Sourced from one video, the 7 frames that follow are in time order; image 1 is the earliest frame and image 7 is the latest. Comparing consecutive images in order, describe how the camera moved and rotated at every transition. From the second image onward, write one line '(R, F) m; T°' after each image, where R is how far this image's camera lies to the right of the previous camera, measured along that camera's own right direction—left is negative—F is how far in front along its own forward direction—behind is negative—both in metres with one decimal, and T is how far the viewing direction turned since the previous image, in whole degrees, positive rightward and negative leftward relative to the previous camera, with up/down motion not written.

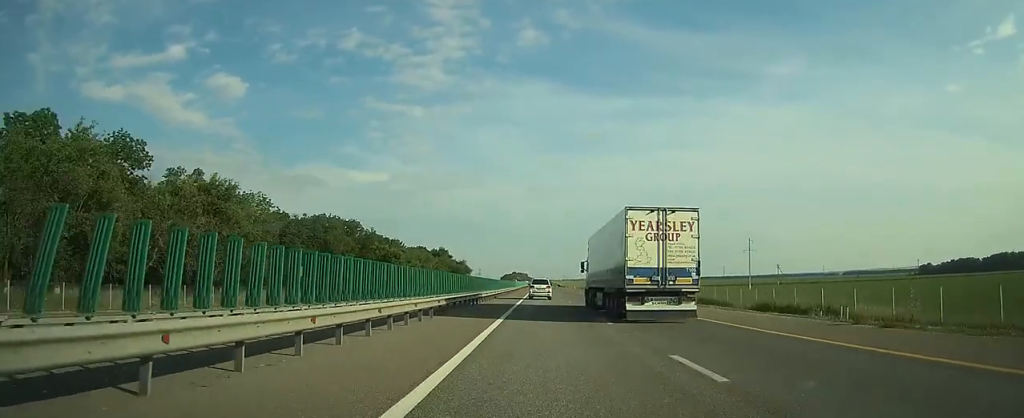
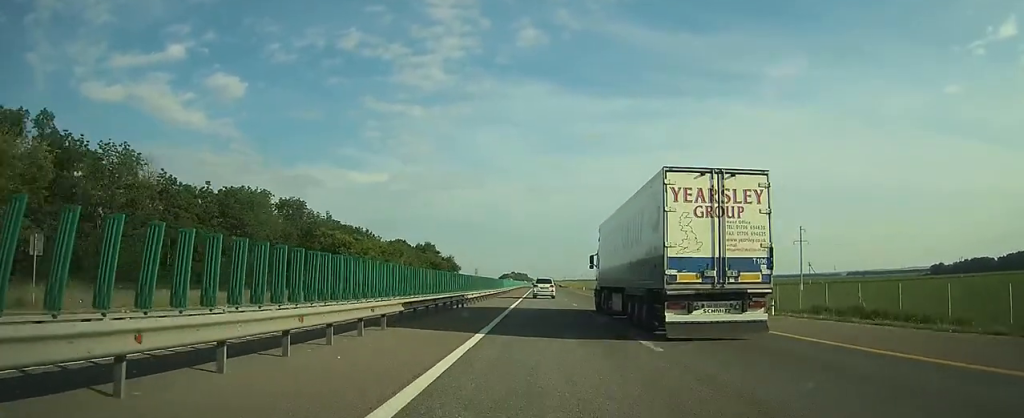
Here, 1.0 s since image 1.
(0.0, +32.2) m; 0°
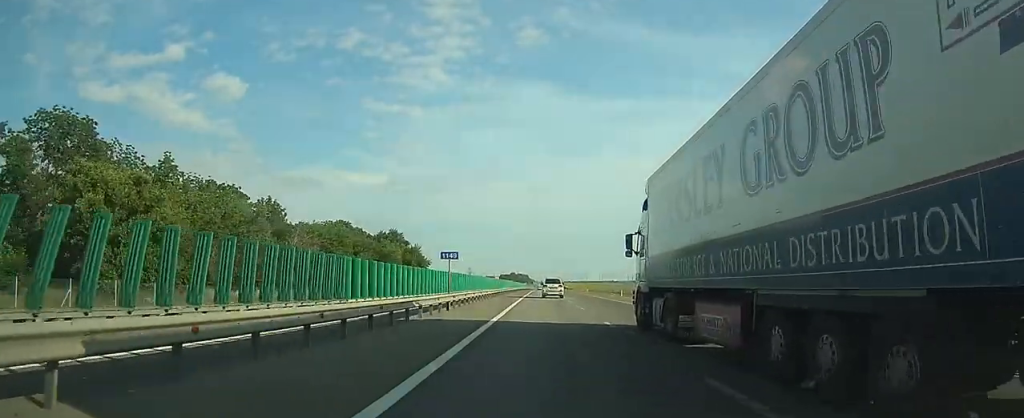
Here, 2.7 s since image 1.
(+0.2, +55.0) m; 0°
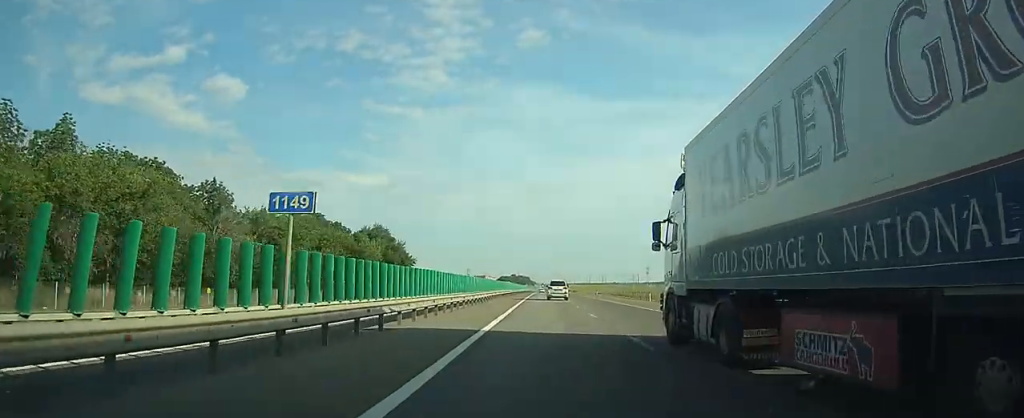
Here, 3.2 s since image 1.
(0.0, +17.3) m; 0°
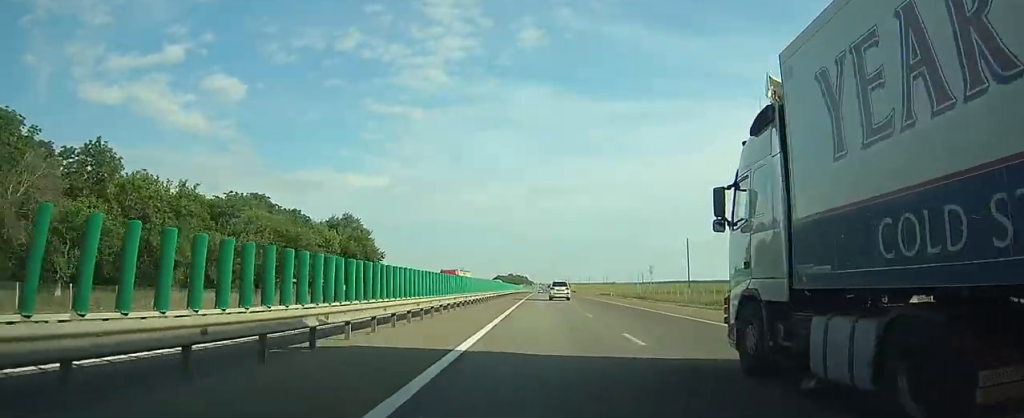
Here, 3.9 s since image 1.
(0.0, +22.7) m; 0°
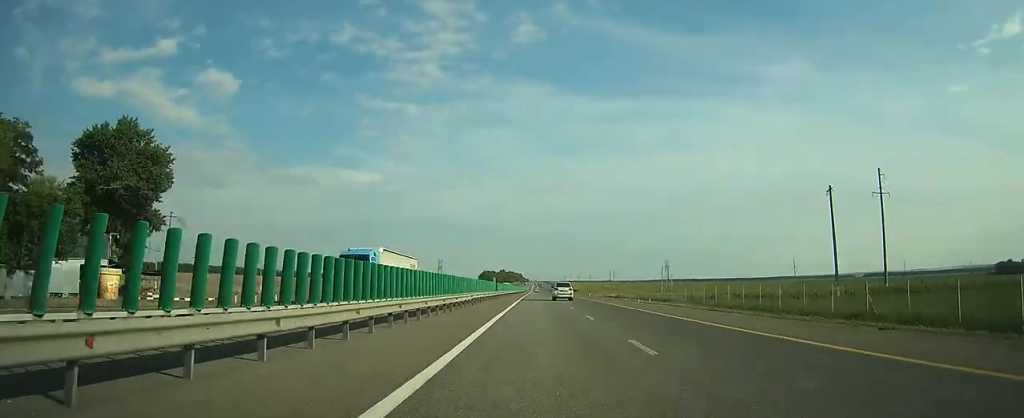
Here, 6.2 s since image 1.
(-0.2, +73.5) m; 0°
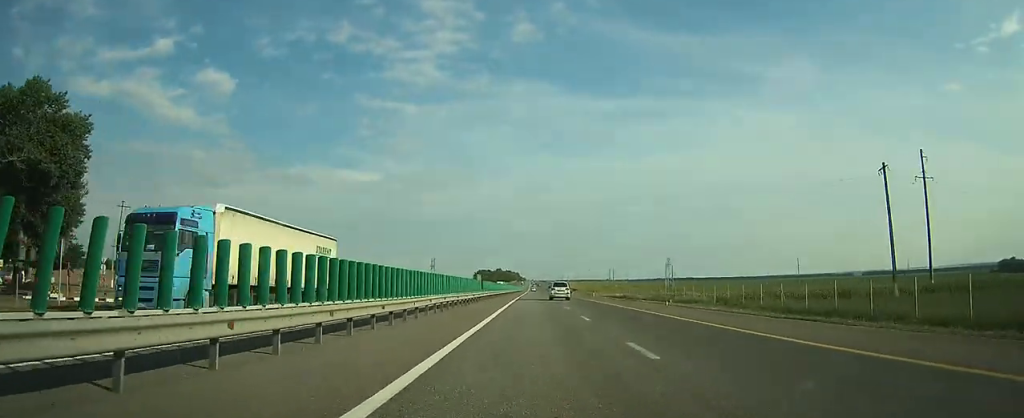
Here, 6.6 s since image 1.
(0.0, +13.0) m; 0°
